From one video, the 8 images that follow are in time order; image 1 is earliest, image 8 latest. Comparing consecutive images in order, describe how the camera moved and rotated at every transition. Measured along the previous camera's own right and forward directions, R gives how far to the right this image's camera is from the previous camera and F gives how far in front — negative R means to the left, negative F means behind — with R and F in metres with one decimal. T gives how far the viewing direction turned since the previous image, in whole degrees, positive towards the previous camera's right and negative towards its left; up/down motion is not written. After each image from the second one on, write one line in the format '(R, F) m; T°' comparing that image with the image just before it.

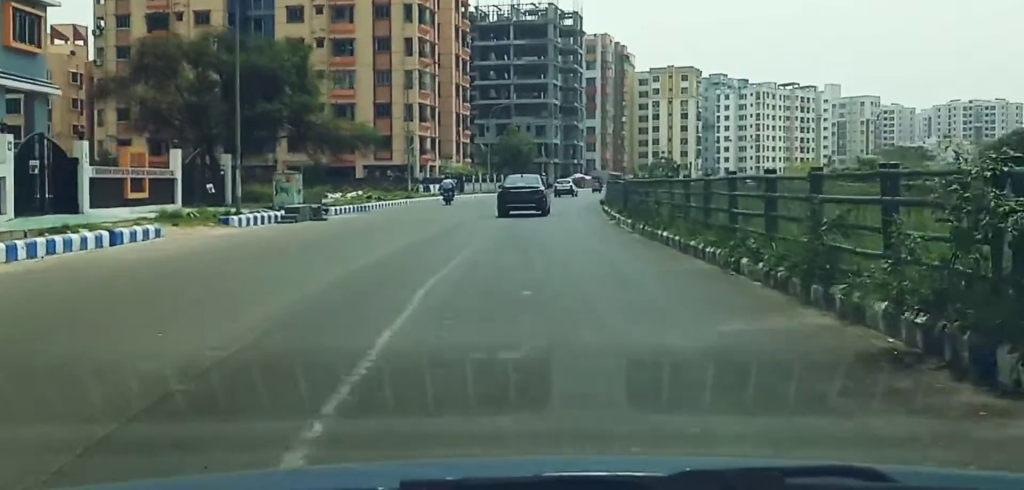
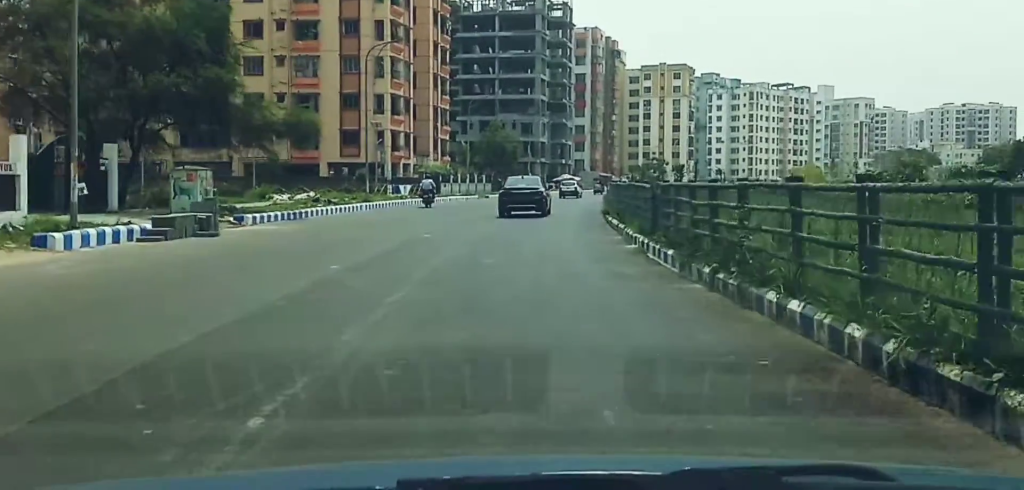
(-0.1, +8.7) m; -1°
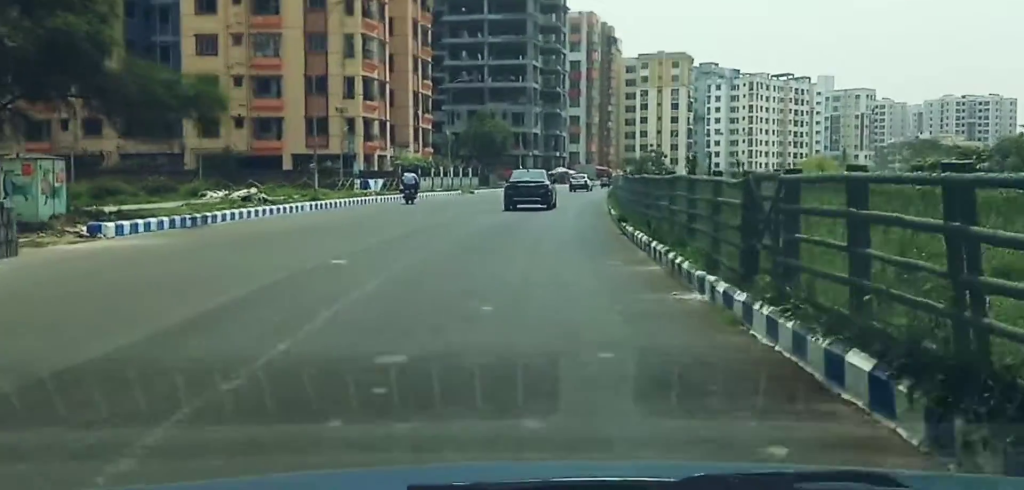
(-0.1, +8.1) m; 0°
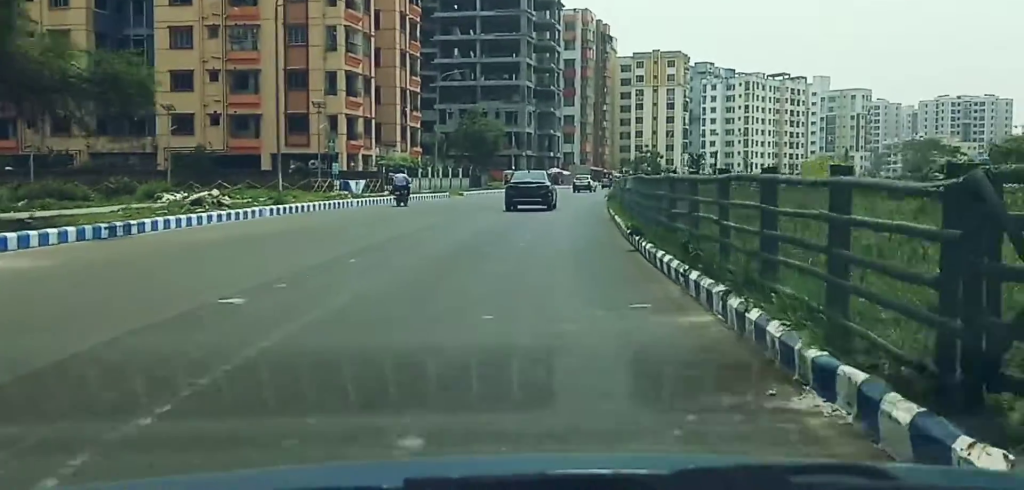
(0.0, +4.5) m; +1°
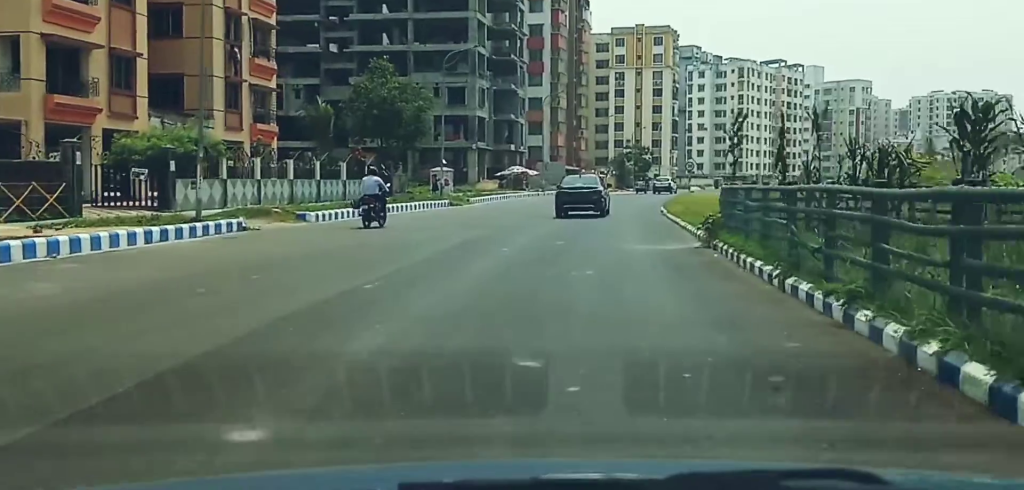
(+1.6, +35.9) m; +3°
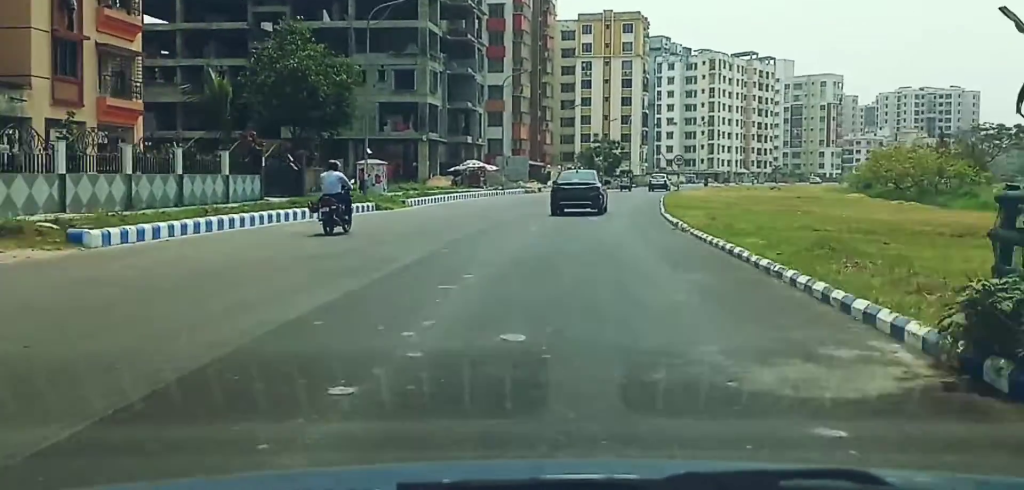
(0.0, +10.6) m; 0°
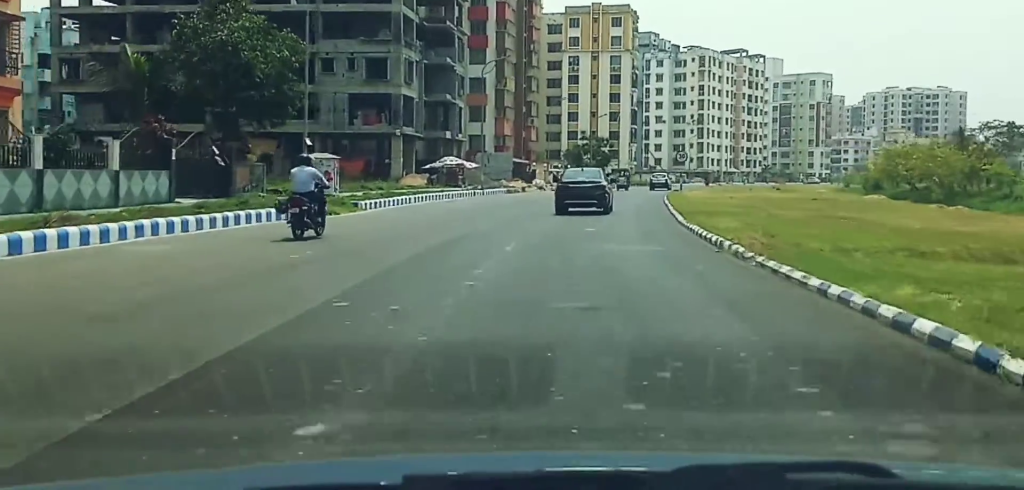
(0.0, +6.8) m; 0°
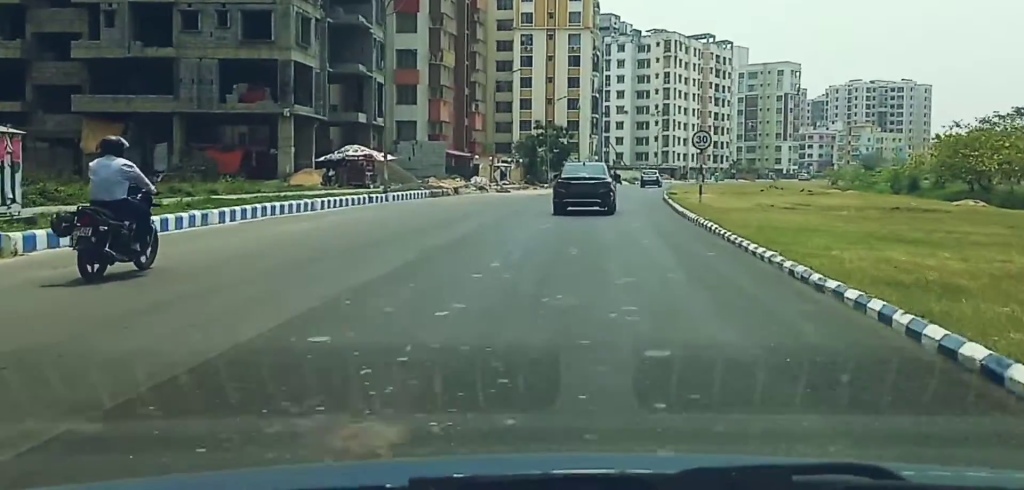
(+0.3, +18.1) m; +4°
